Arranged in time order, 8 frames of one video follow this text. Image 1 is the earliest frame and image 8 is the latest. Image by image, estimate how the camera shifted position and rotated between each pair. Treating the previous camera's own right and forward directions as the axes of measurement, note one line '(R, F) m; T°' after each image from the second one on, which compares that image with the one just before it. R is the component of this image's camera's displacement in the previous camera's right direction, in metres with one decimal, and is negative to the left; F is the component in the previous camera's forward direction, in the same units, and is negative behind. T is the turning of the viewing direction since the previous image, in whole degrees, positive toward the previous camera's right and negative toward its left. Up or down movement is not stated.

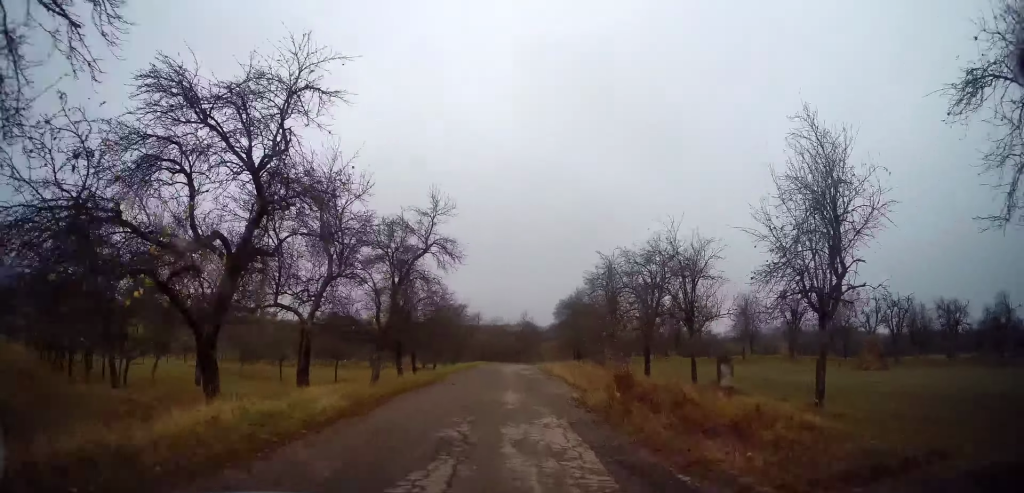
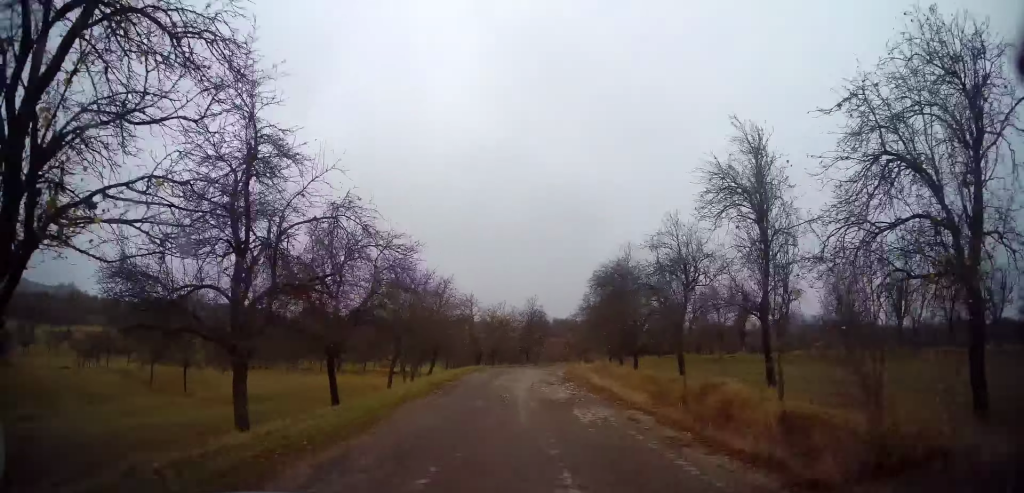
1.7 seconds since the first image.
(+1.0, +14.8) m; +3°
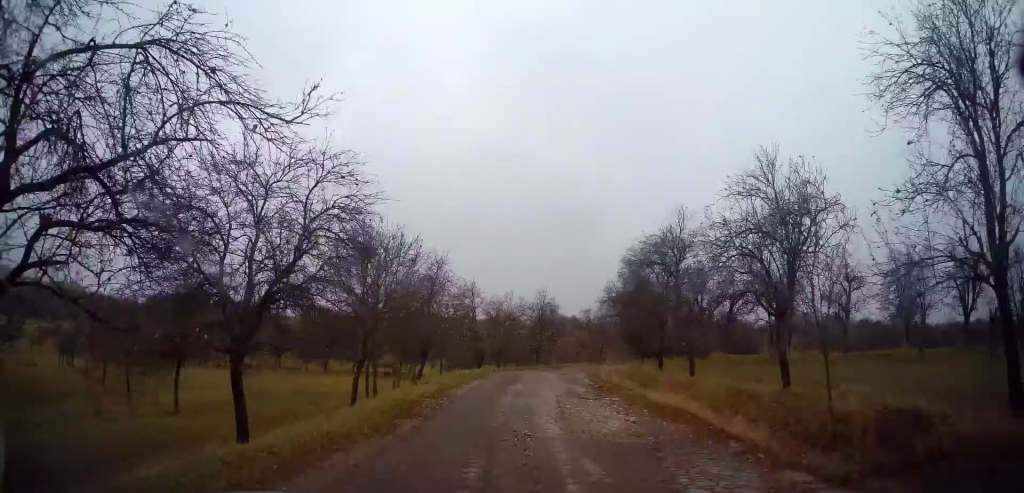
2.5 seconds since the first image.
(-0.3, +6.4) m; -2°
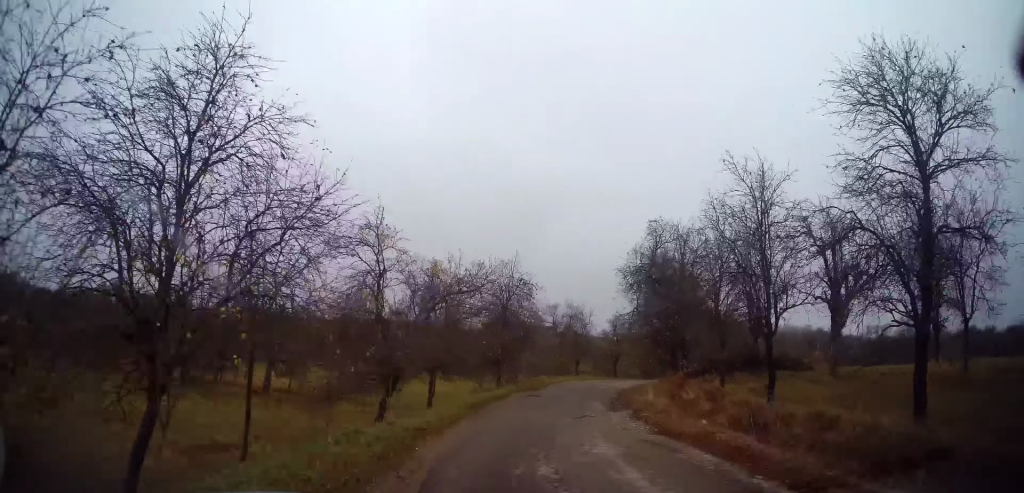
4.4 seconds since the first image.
(-0.2, +17.1) m; +3°
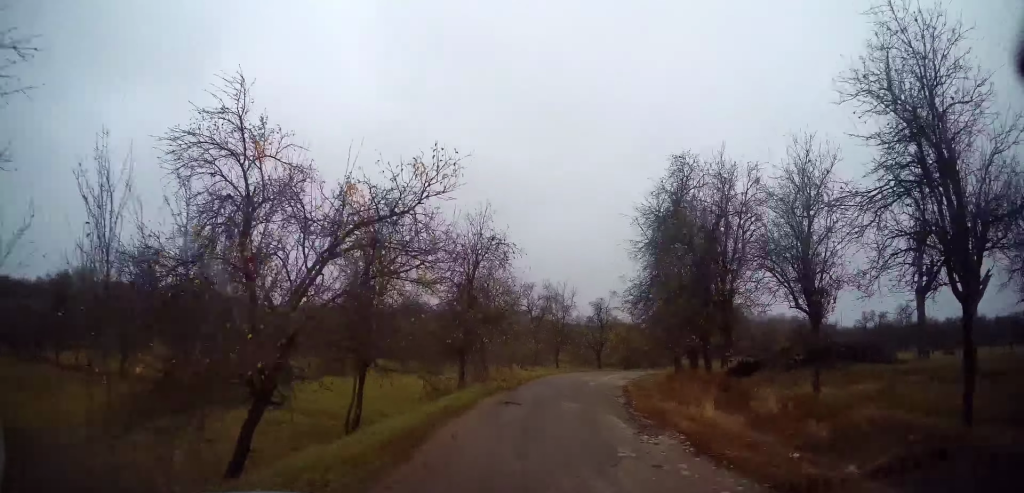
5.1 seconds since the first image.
(+0.2, +6.6) m; +5°
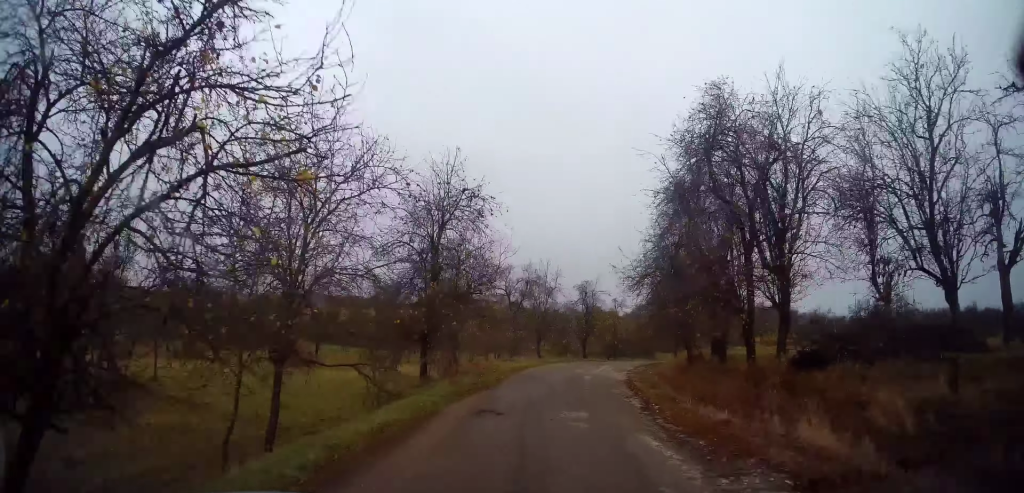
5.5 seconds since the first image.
(+0.2, +4.2) m; +4°
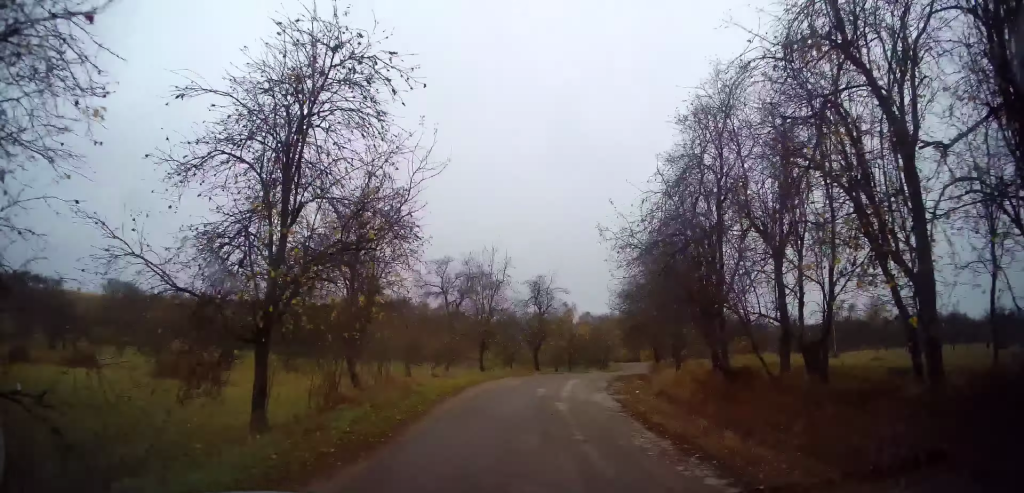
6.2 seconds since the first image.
(+0.4, +6.9) m; +6°
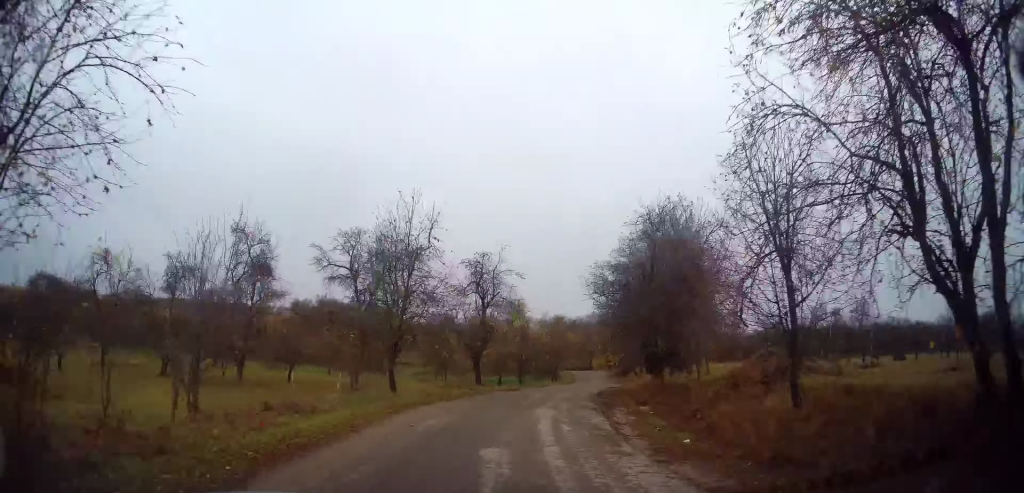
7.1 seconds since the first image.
(+0.5, +9.3) m; +7°
